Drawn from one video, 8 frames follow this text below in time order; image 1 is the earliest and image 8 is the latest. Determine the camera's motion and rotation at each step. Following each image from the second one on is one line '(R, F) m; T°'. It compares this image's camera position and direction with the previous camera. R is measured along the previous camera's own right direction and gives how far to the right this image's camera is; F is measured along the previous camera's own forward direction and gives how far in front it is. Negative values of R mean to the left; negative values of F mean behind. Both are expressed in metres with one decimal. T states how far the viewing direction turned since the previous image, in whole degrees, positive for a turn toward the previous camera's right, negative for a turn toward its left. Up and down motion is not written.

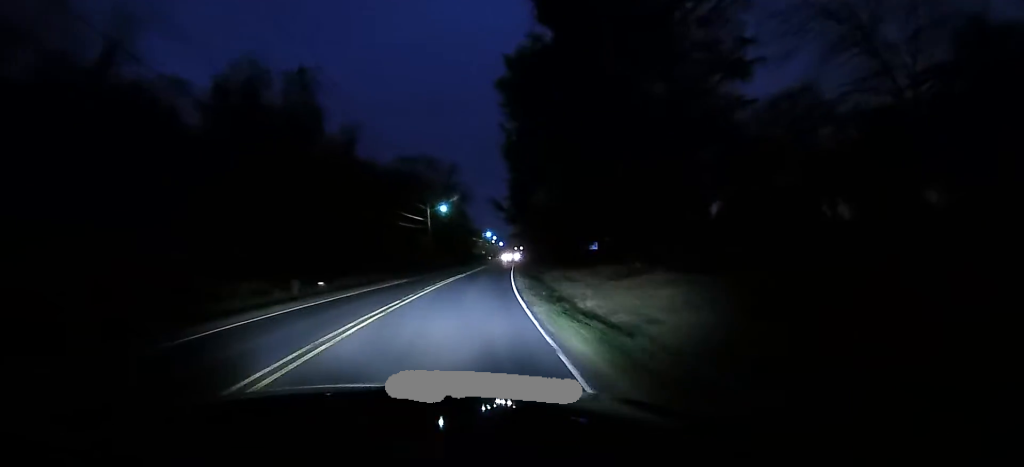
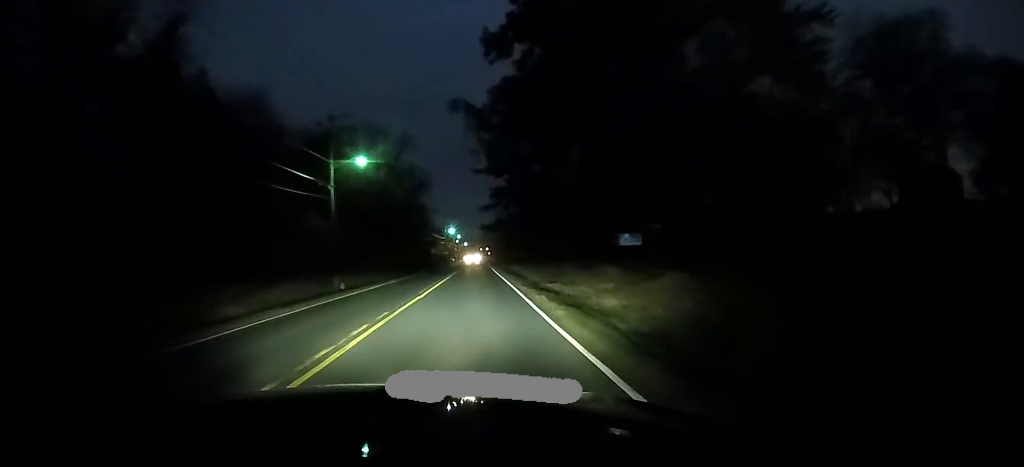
(+1.0, +31.4) m; +3°
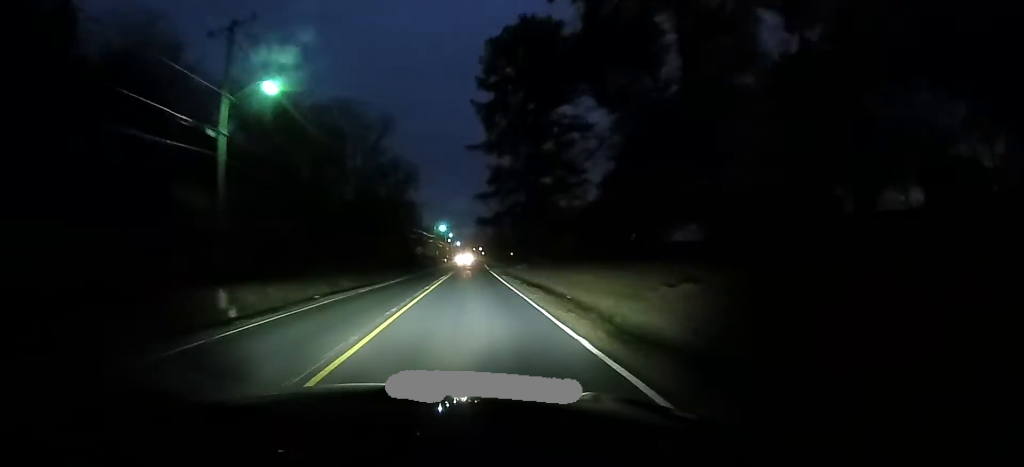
(0.0, +14.0) m; +1°
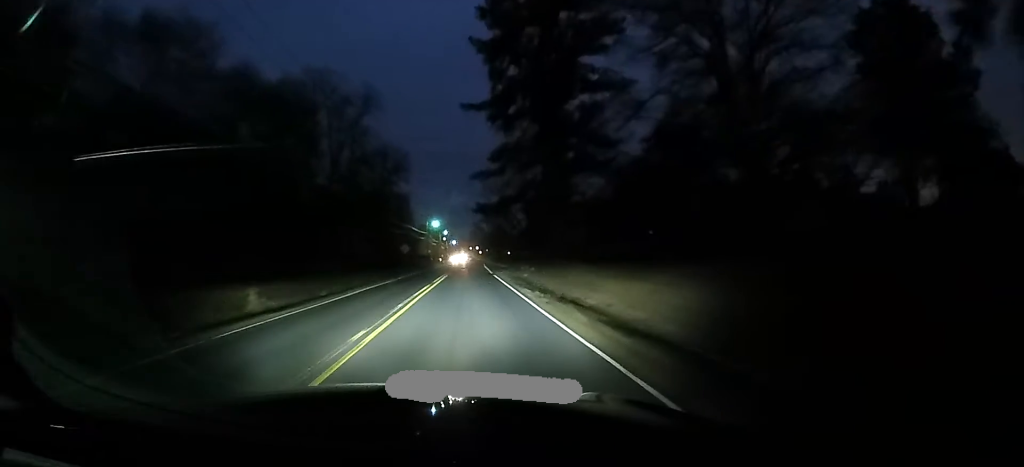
(+0.5, +13.4) m; +1°
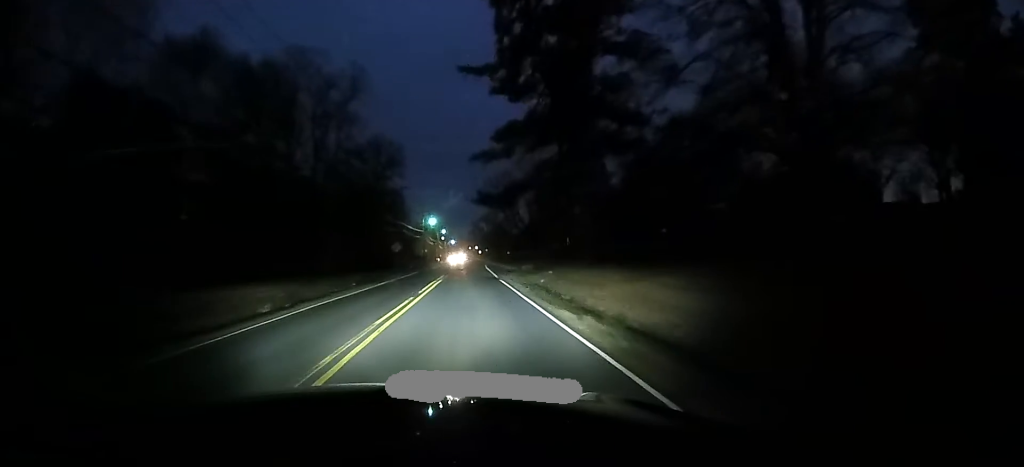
(-0.1, +7.5) m; 0°
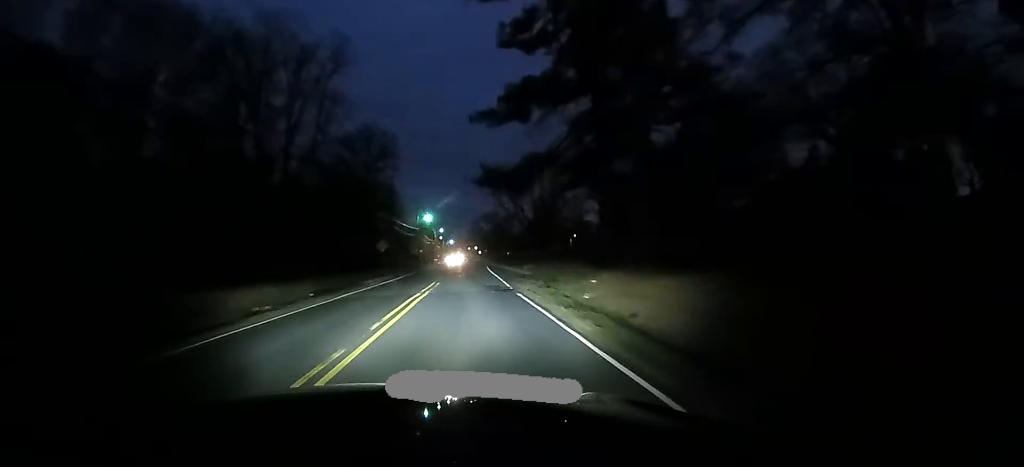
(-0.2, +9.5) m; 0°
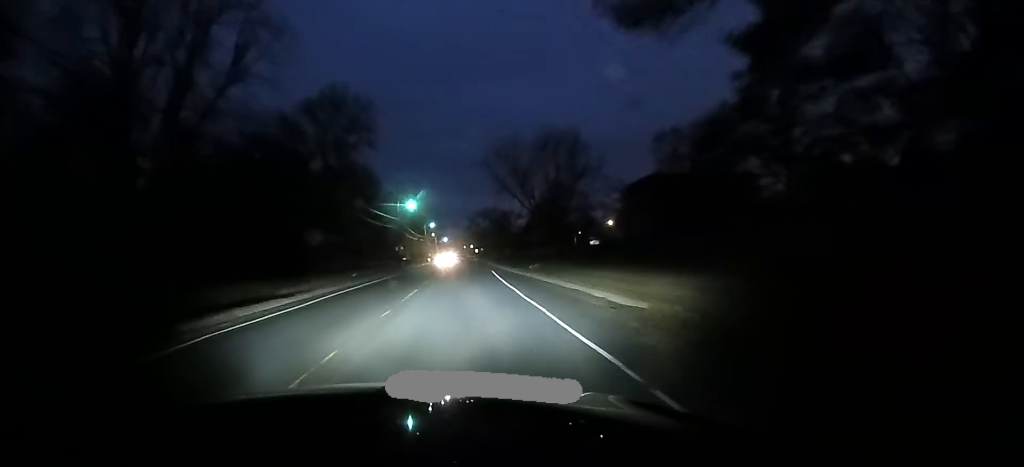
(+0.3, +19.8) m; +1°
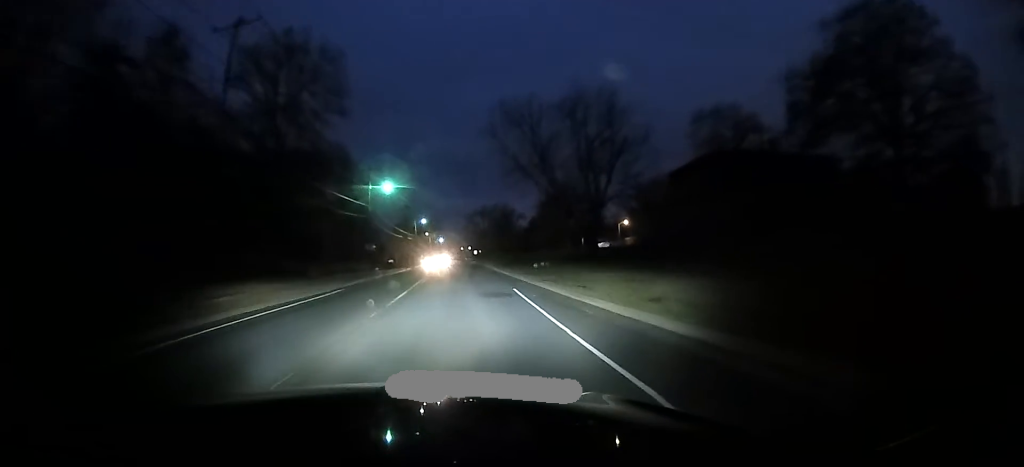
(0.0, +18.6) m; 0°
